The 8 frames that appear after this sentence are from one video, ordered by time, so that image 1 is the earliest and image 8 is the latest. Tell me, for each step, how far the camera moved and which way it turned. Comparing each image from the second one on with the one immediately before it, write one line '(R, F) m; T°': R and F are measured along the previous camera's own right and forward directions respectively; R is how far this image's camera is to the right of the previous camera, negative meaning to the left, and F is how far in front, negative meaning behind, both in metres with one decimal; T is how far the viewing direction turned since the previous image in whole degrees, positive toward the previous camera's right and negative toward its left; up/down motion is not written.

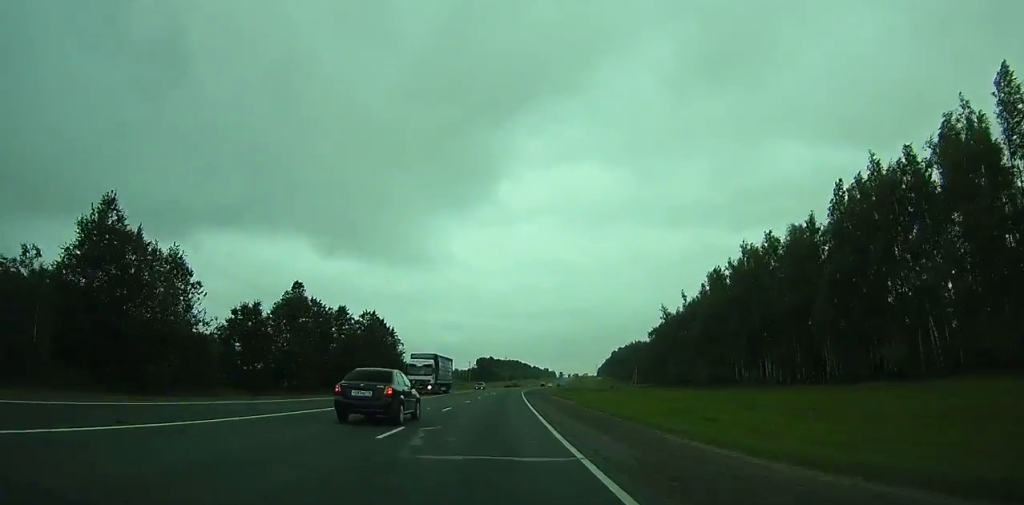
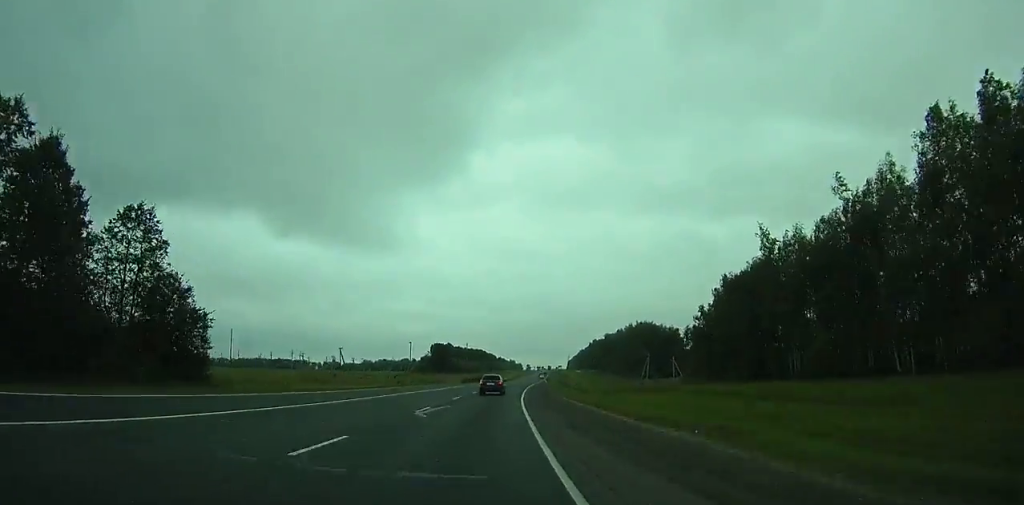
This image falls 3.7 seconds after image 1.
(+2.7, +89.1) m; +4°
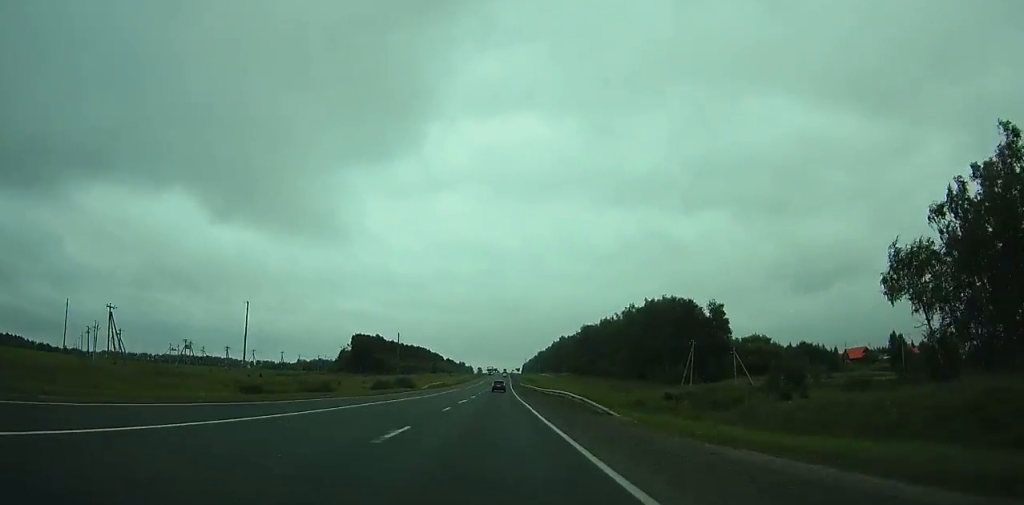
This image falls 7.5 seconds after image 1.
(+3.2, +92.6) m; +4°
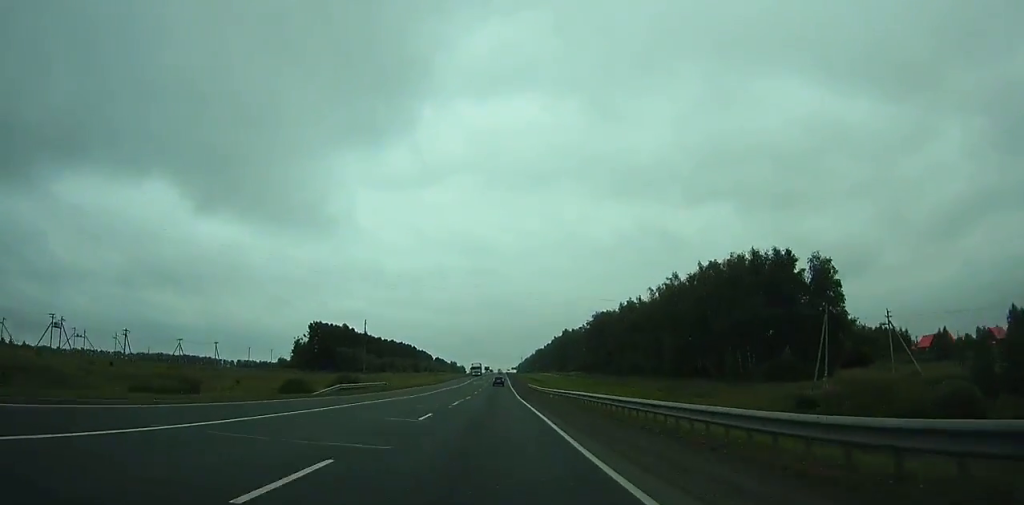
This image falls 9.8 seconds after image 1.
(+1.0, +56.6) m; +1°
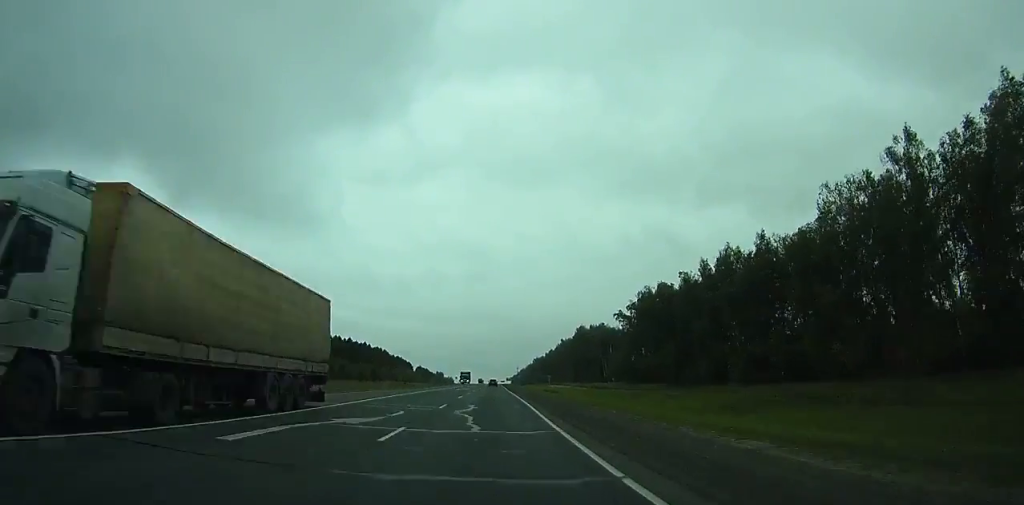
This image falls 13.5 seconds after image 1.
(+0.8, +91.2) m; +1°
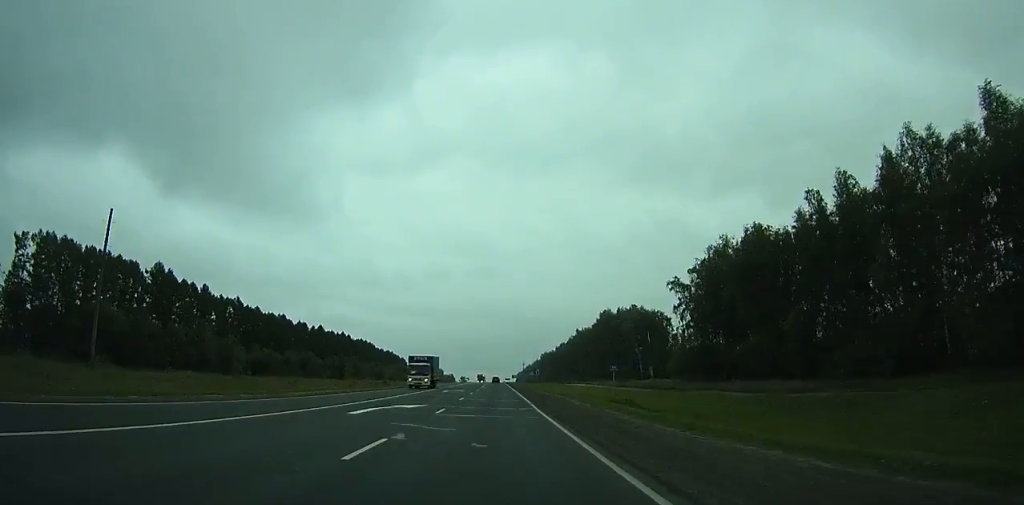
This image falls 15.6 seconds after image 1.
(0.0, +51.8) m; 0°
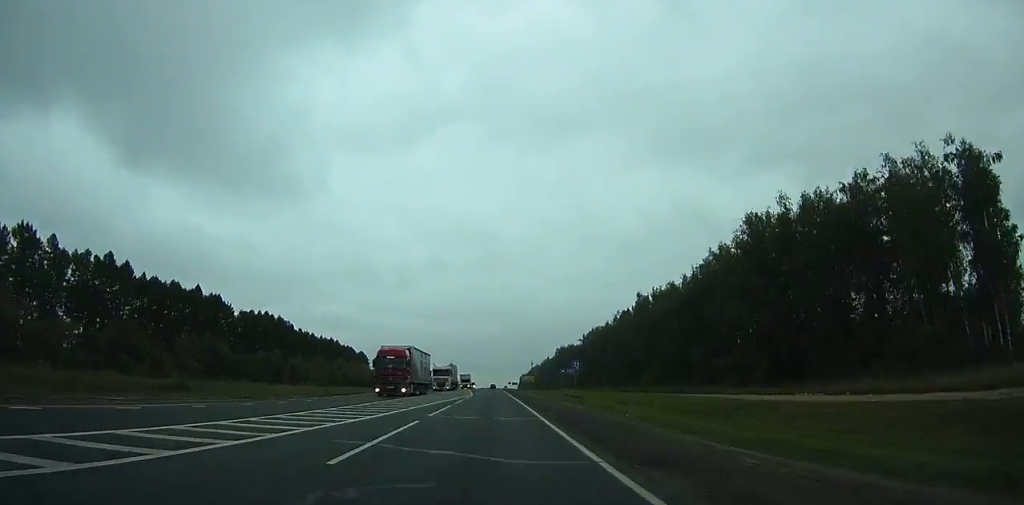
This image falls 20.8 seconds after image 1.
(0.0, +128.0) m; 0°
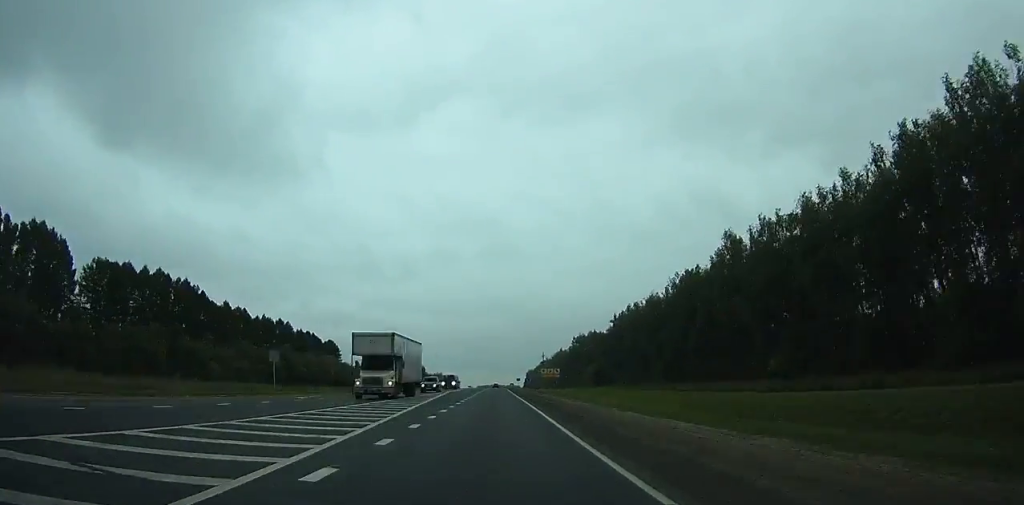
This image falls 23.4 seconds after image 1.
(-0.1, +64.0) m; 0°
